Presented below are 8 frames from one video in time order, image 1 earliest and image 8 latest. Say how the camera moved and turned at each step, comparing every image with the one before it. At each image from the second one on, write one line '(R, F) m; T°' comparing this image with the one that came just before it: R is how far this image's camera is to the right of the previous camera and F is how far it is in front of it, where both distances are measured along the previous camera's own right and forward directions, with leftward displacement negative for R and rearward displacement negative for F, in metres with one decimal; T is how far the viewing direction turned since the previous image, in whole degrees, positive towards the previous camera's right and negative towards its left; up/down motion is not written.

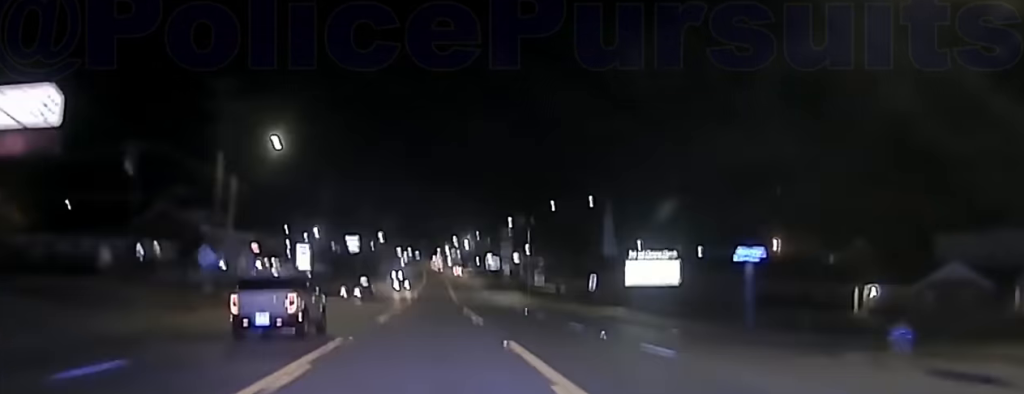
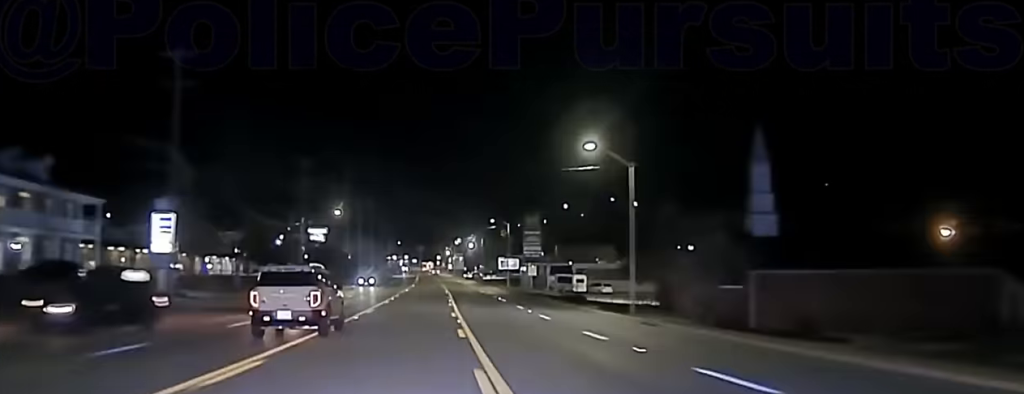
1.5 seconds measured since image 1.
(+0.7, +63.3) m; 0°
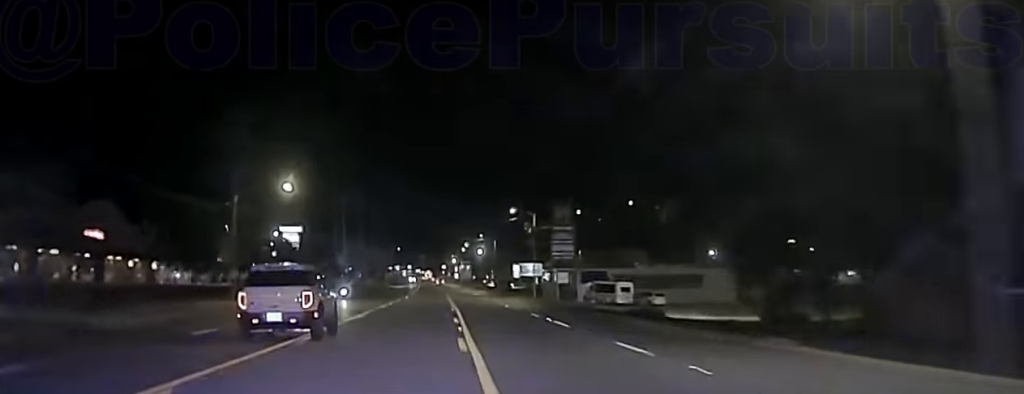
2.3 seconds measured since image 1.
(-0.2, +31.3) m; 0°
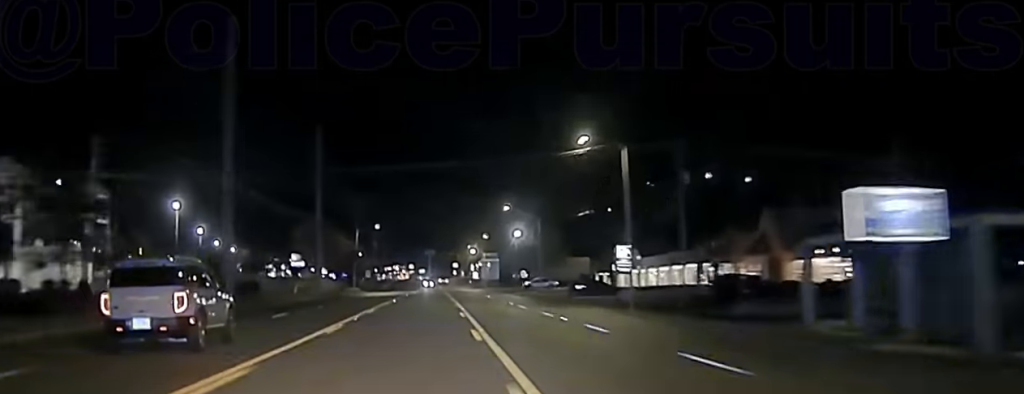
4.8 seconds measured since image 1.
(-0.7, +91.3) m; -1°
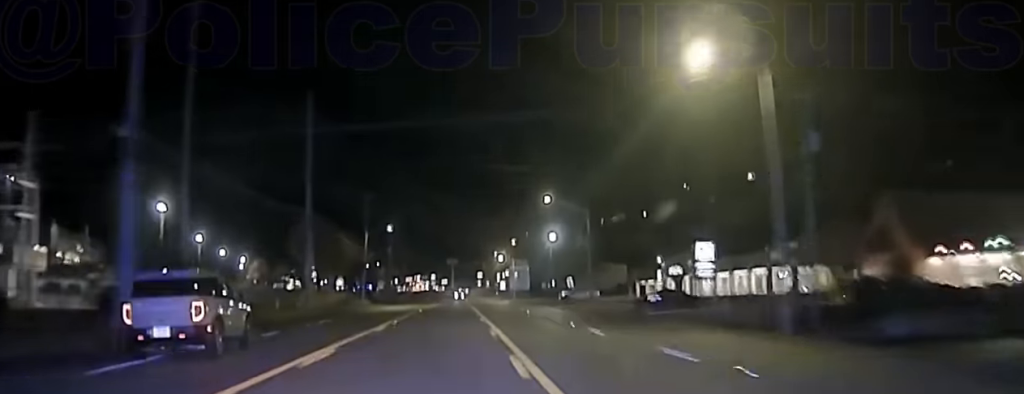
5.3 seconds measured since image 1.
(-0.1, +17.3) m; 0°
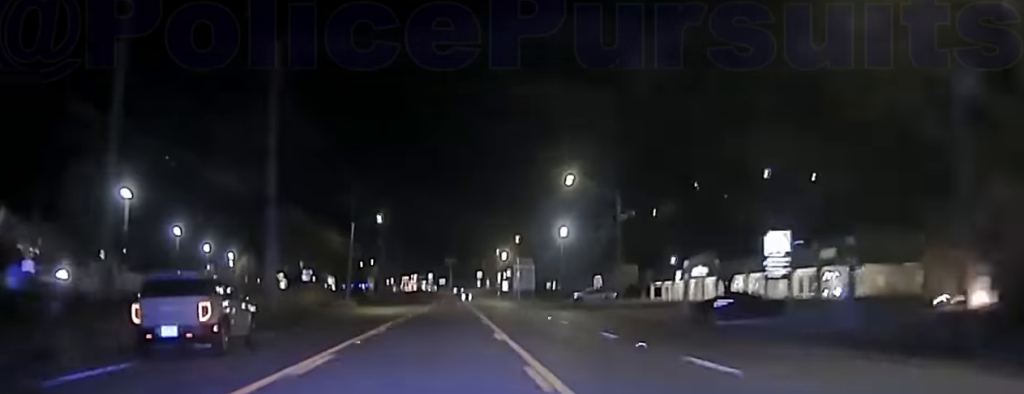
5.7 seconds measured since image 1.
(-0.1, +13.8) m; 0°
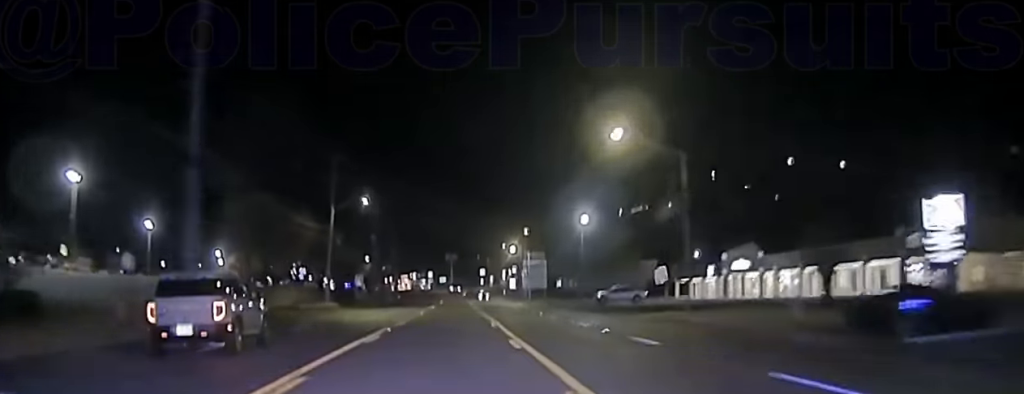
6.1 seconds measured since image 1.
(0.0, +16.0) m; 0°
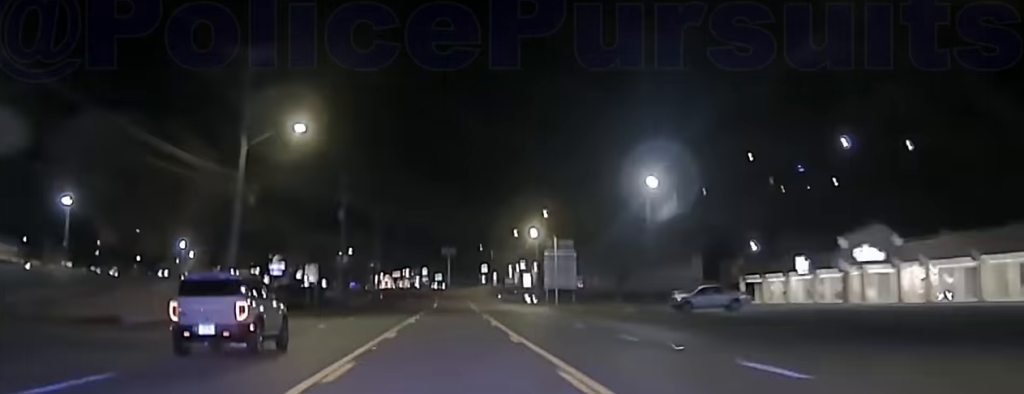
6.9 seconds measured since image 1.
(0.0, +32.4) m; 0°
